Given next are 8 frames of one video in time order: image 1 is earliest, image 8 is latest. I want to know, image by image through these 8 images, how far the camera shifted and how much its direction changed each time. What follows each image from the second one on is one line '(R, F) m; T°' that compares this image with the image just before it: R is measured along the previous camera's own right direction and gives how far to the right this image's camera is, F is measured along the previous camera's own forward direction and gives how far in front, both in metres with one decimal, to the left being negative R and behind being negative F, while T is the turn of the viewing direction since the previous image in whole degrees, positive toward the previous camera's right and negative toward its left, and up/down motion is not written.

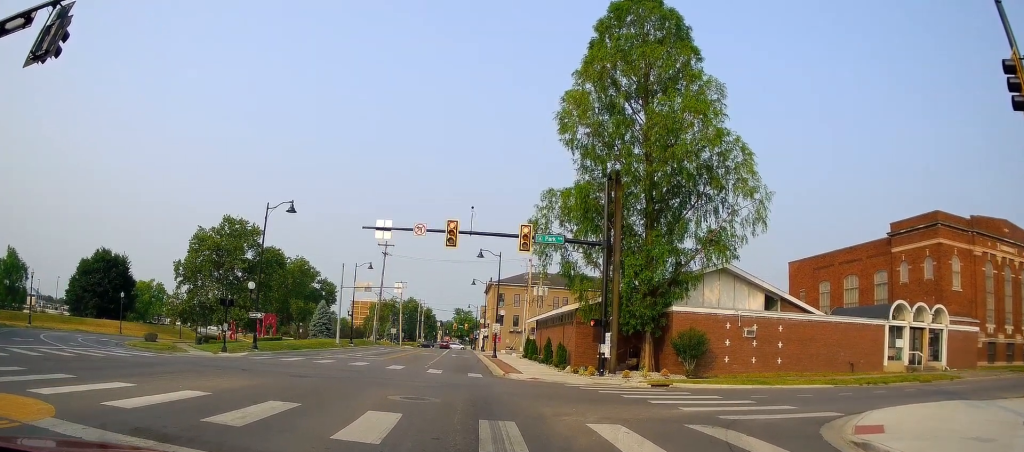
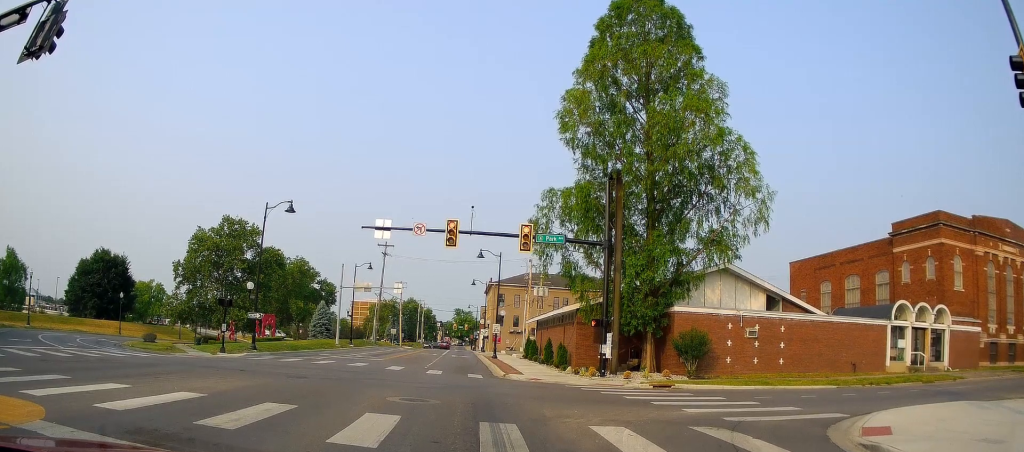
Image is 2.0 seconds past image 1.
(-0.3, +0.6) m; 0°
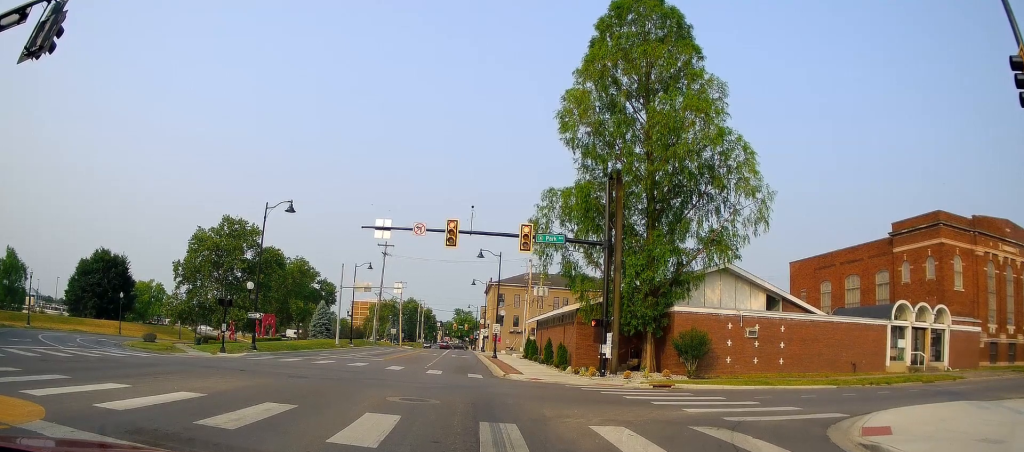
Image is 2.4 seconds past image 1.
(0.0, 0.0) m; 0°
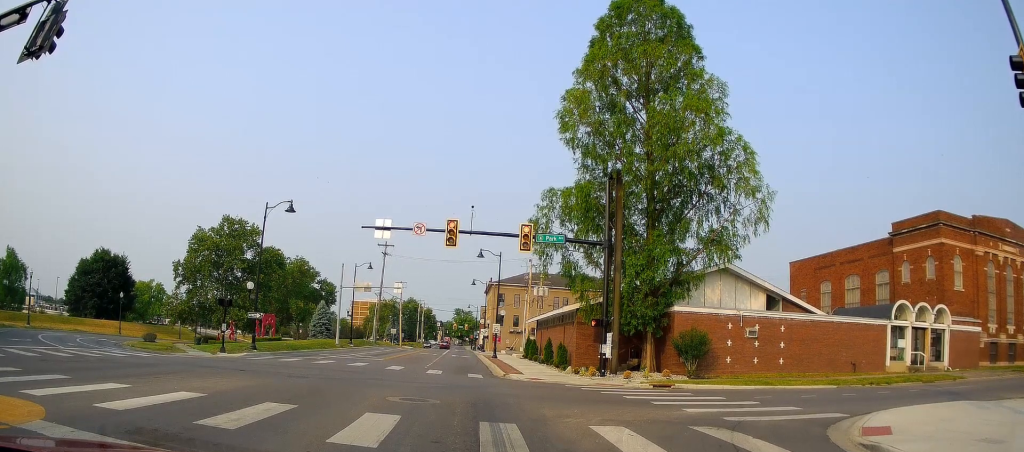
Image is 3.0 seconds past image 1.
(0.0, 0.0) m; 0°
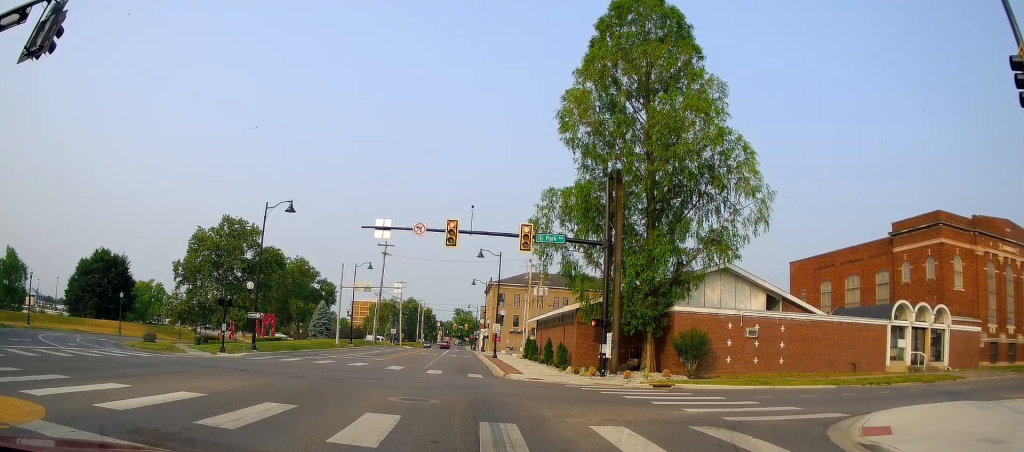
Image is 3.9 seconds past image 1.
(0.0, 0.0) m; 0°
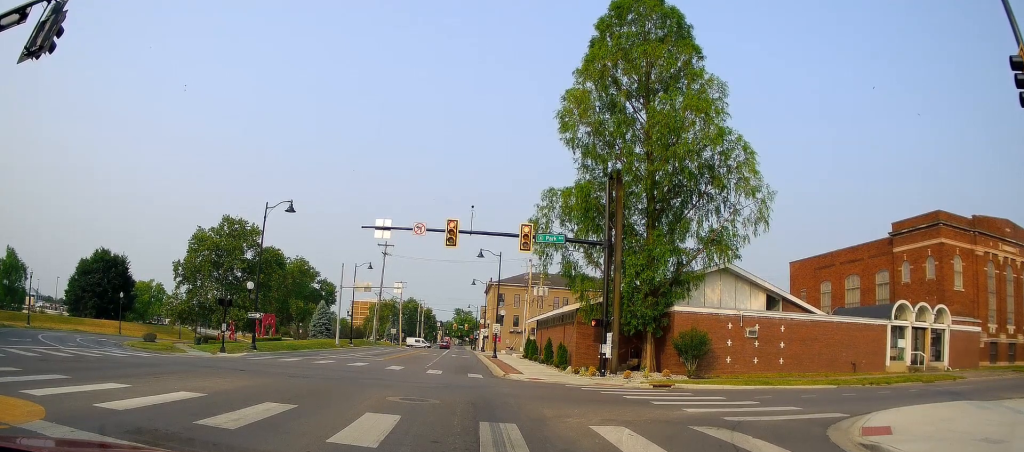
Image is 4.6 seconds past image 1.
(0.0, 0.0) m; 0°
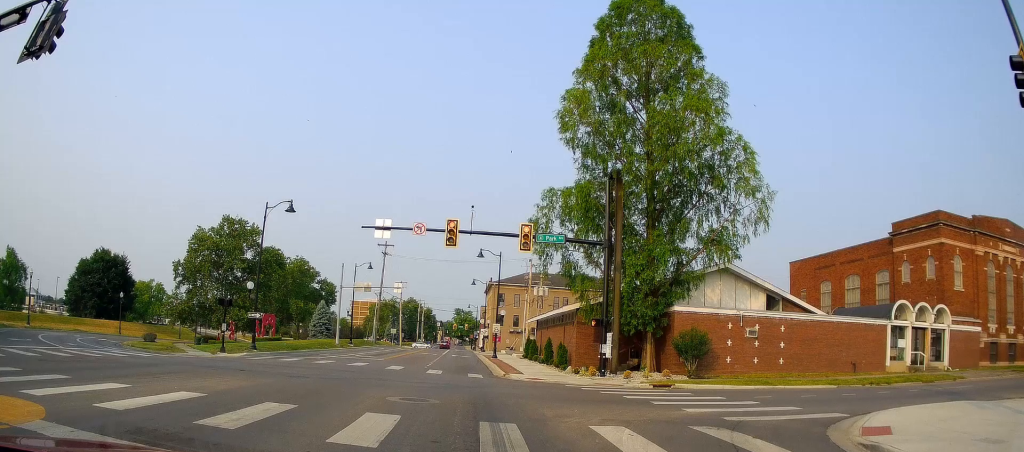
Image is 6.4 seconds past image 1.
(0.0, 0.0) m; 0°
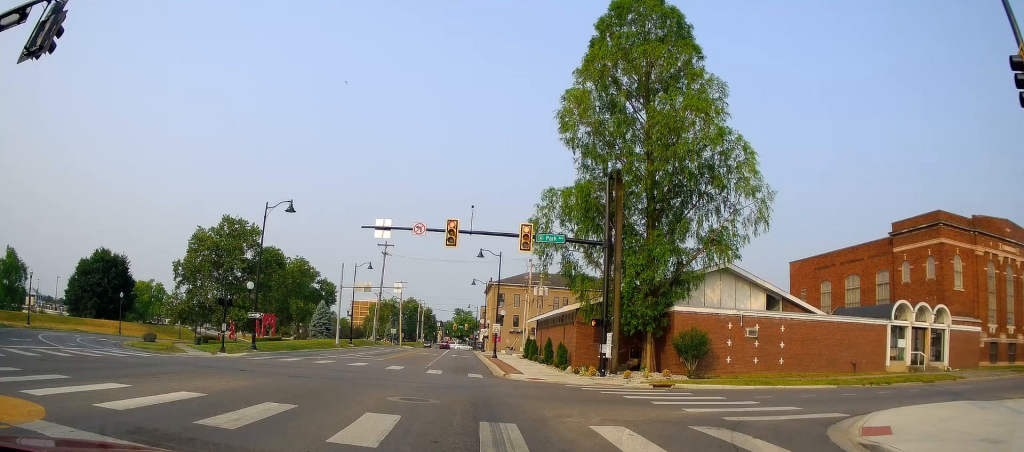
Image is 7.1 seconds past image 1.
(-0.2, +0.3) m; 0°
